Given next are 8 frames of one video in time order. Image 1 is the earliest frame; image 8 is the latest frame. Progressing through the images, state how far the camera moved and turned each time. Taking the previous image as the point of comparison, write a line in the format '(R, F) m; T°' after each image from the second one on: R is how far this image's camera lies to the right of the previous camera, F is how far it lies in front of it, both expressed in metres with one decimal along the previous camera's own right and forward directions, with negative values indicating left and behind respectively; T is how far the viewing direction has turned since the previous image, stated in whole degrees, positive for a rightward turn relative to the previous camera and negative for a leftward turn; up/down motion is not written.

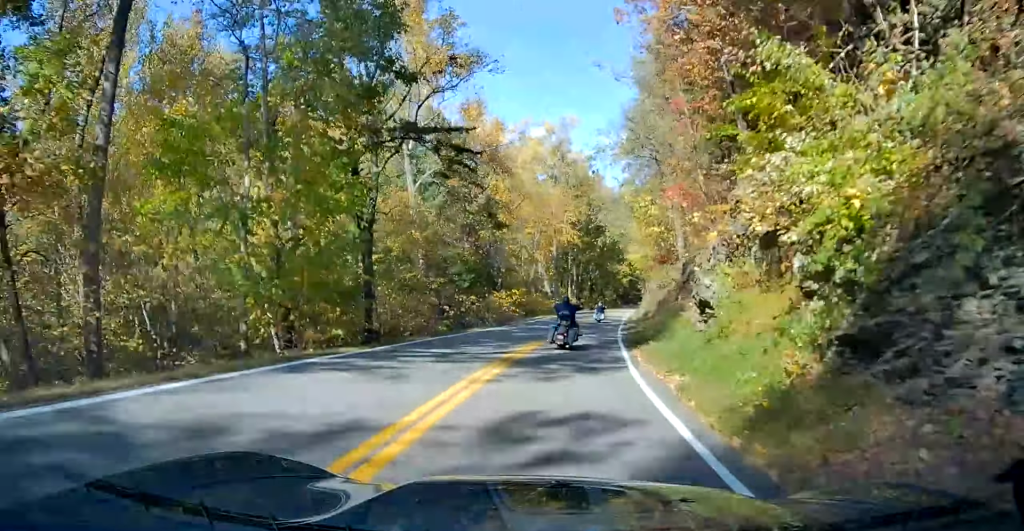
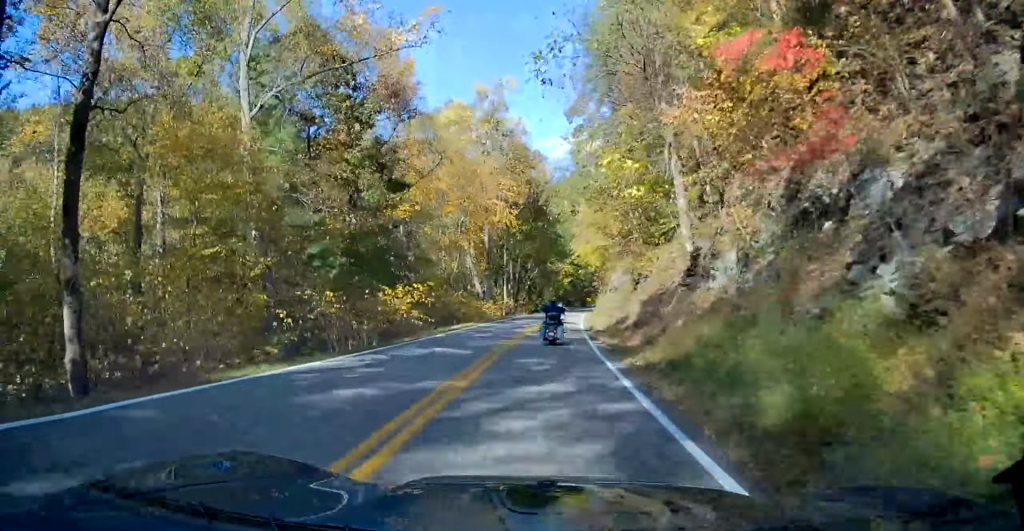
(+1.0, +18.1) m; +4°
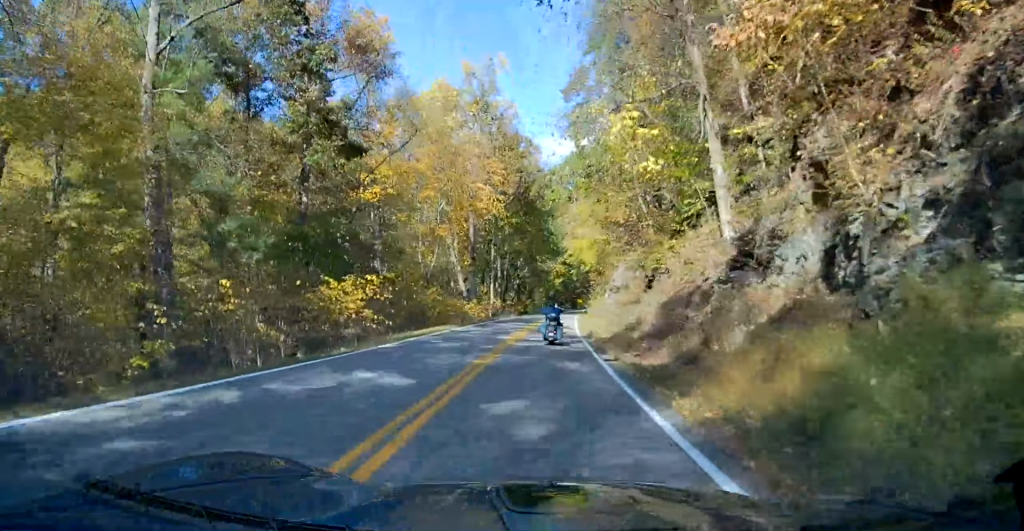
(-0.2, +7.1) m; +1°
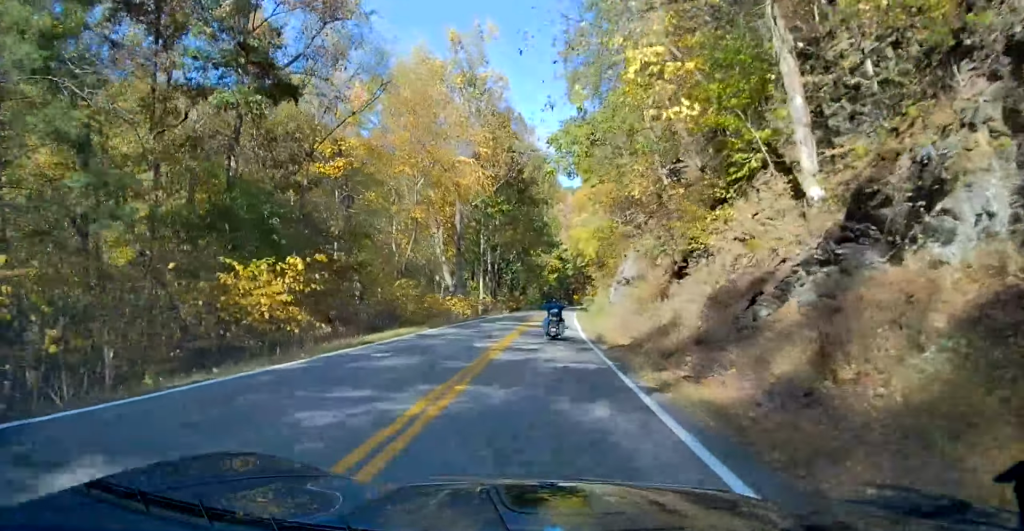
(+0.3, +7.4) m; +1°
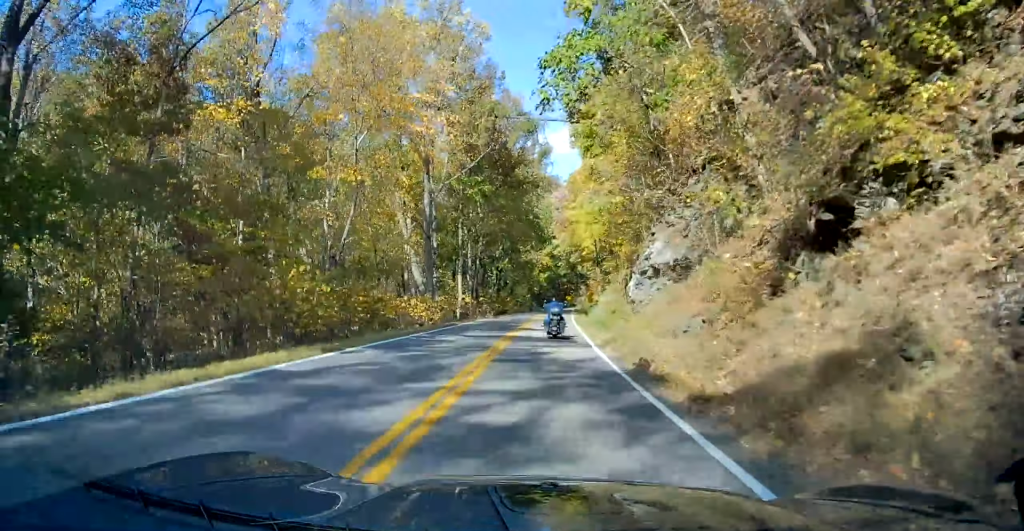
(+0.5, +12.1) m; 0°
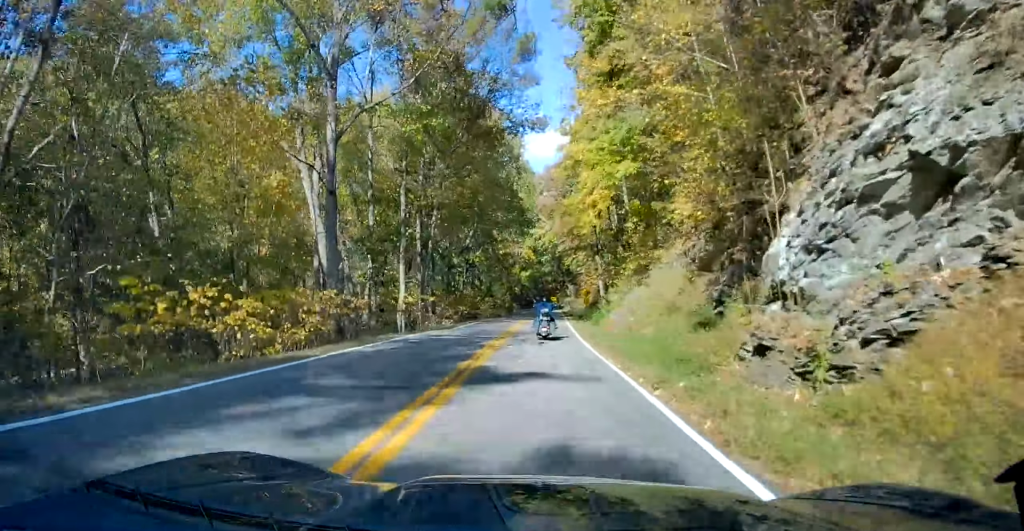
(-0.6, +20.0) m; -1°
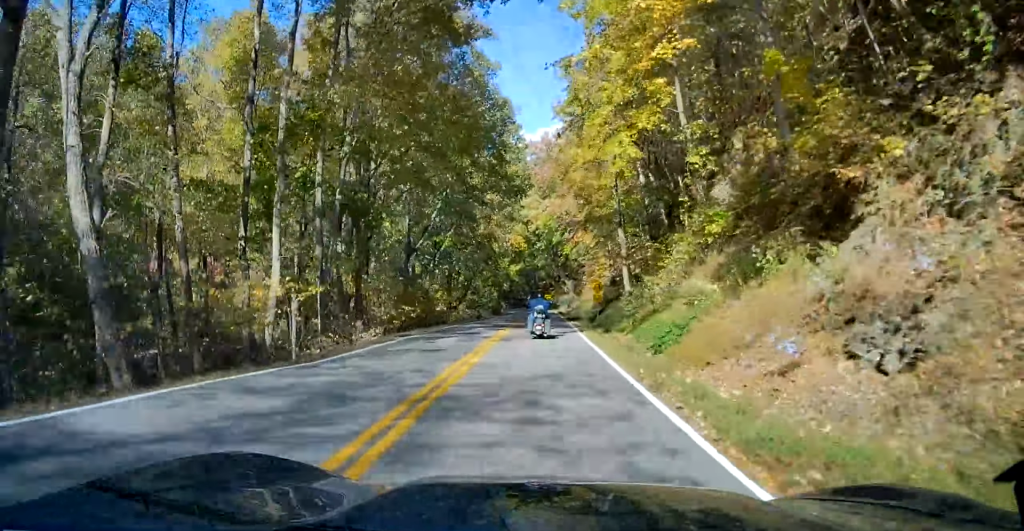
(+0.4, +19.9) m; +3°
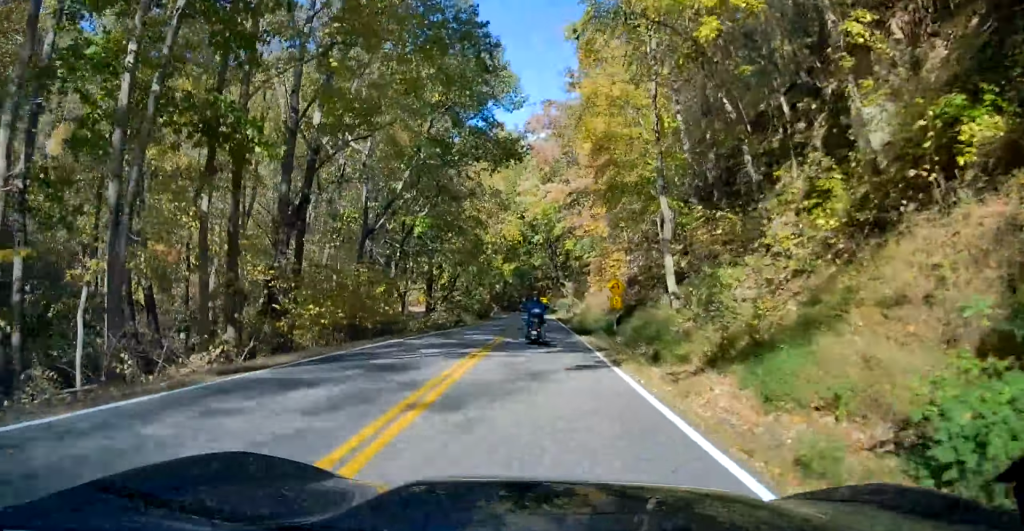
(+0.4, +13.2) m; +1°
